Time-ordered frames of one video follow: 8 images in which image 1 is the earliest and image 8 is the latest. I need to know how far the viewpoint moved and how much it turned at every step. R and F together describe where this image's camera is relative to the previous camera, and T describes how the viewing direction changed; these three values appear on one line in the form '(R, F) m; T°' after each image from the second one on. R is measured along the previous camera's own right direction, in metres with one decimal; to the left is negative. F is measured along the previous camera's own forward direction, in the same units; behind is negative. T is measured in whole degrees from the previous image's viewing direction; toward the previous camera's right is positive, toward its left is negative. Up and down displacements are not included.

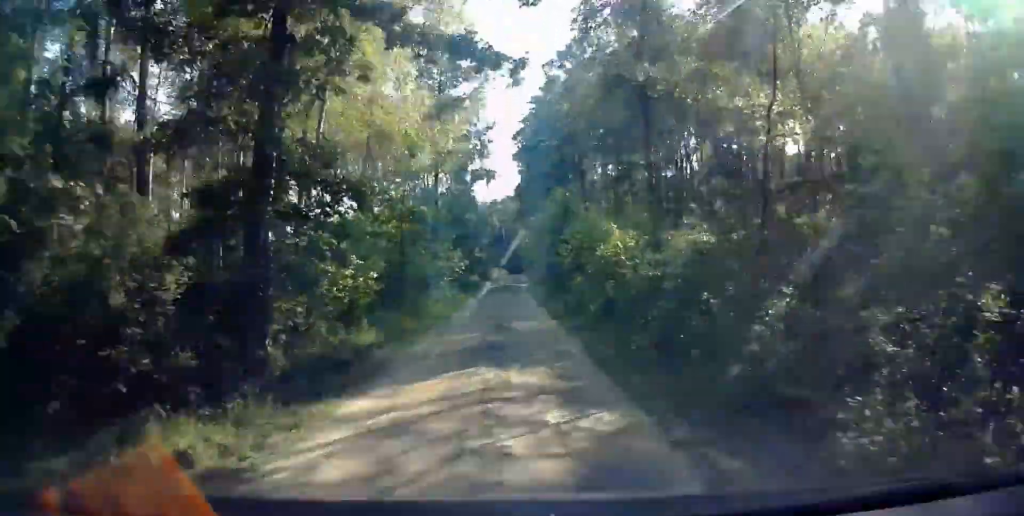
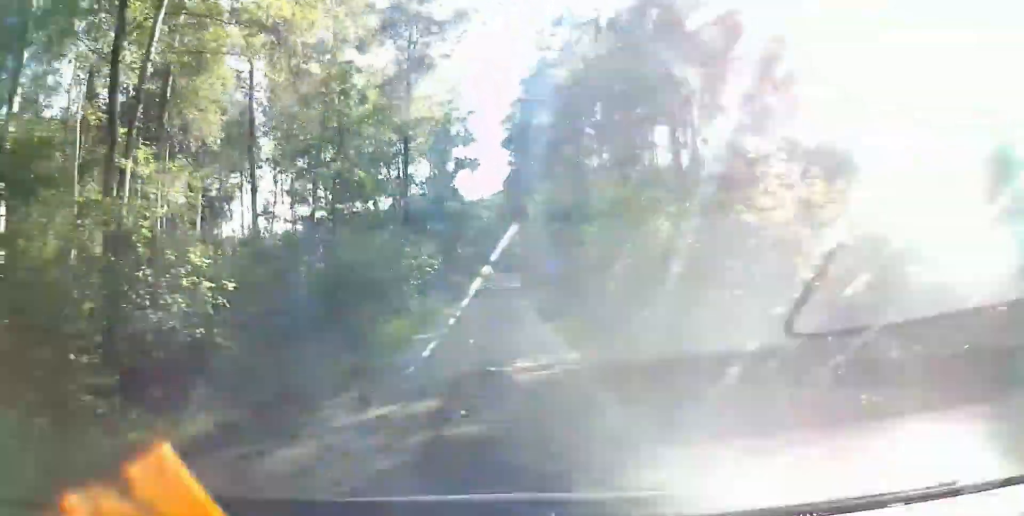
(0.0, +6.5) m; 0°
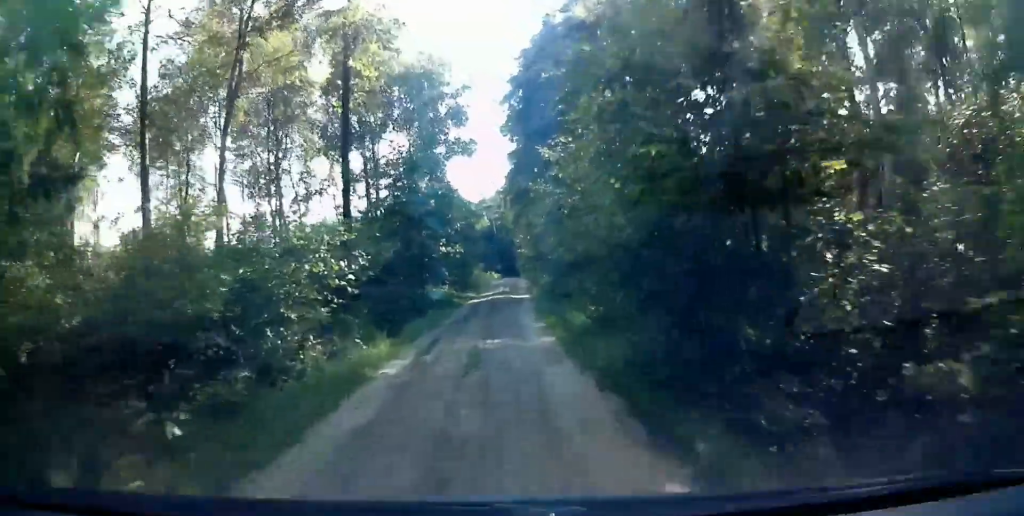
(-0.1, +10.4) m; -2°
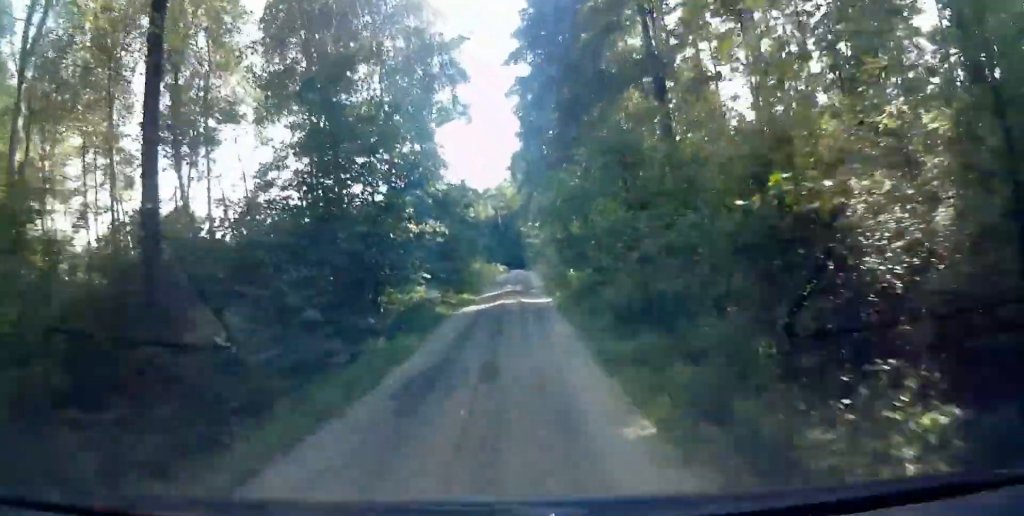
(-0.2, +10.4) m; +2°
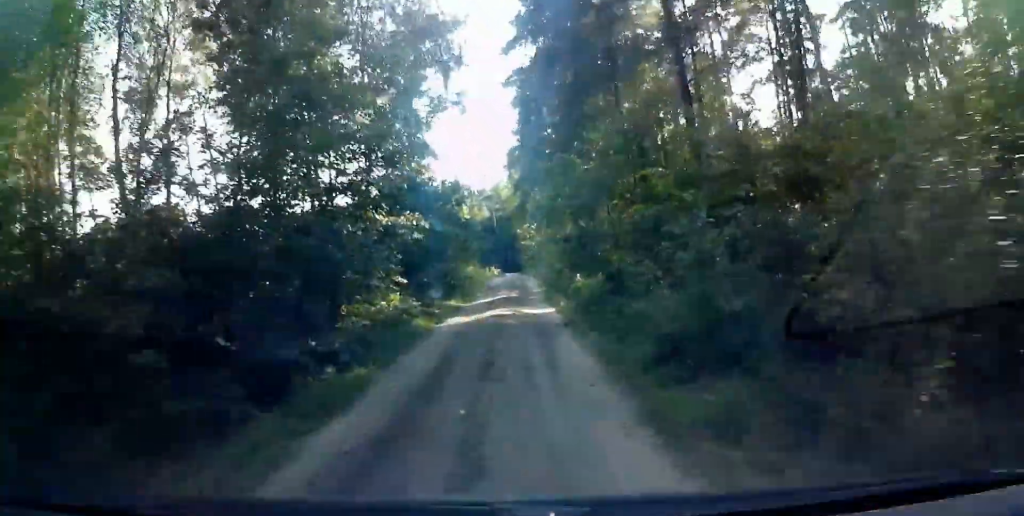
(+0.2, +3.6) m; +1°
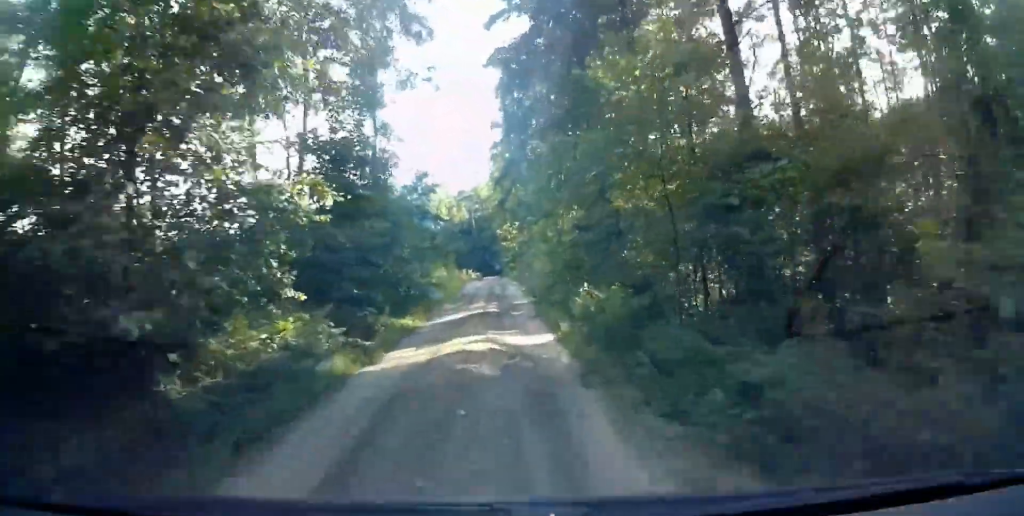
(+0.1, +6.4) m; 0°
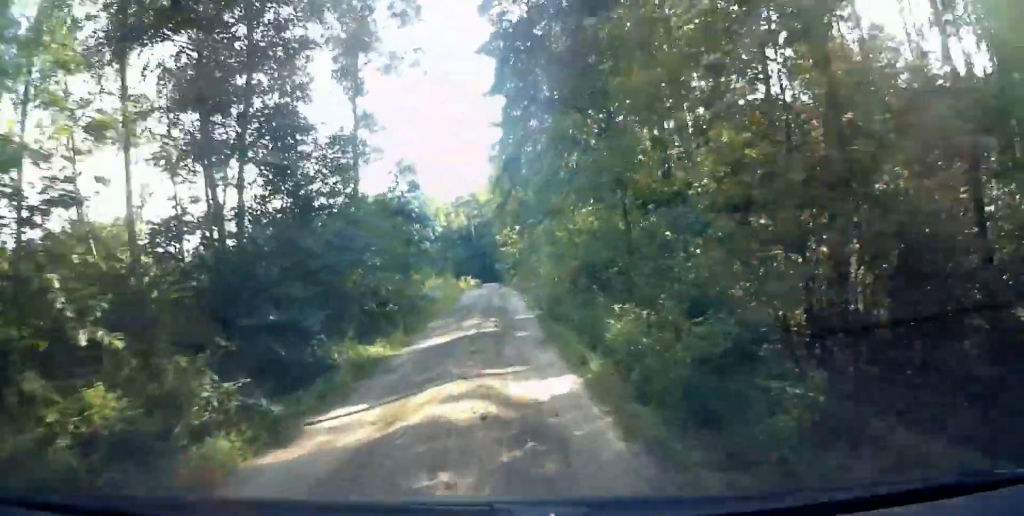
(-0.1, +4.5) m; -1°
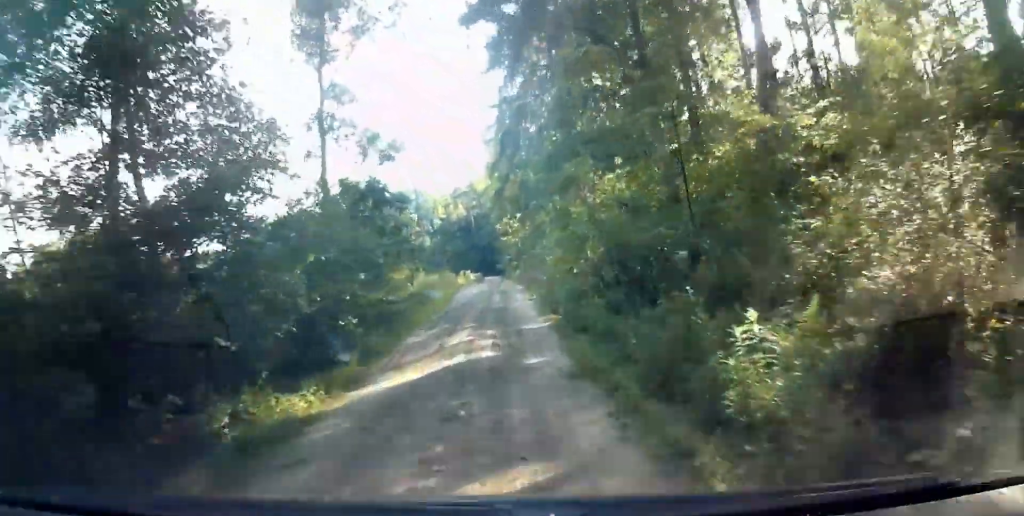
(0.0, +5.6) m; 0°
